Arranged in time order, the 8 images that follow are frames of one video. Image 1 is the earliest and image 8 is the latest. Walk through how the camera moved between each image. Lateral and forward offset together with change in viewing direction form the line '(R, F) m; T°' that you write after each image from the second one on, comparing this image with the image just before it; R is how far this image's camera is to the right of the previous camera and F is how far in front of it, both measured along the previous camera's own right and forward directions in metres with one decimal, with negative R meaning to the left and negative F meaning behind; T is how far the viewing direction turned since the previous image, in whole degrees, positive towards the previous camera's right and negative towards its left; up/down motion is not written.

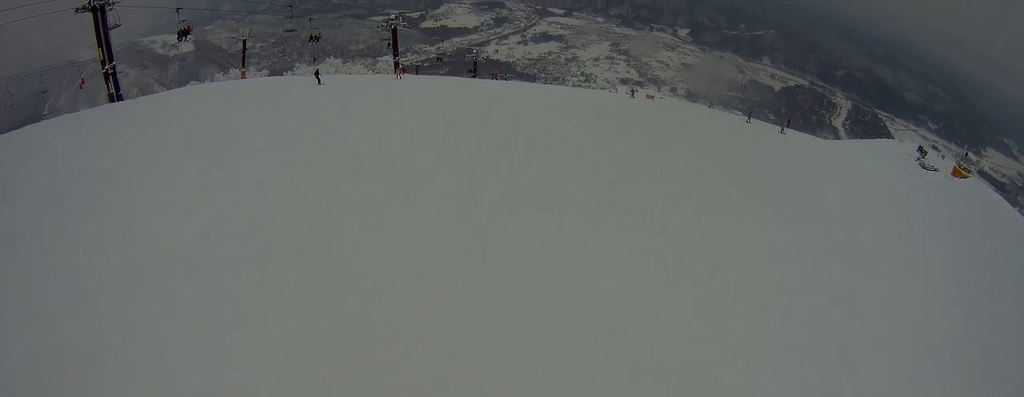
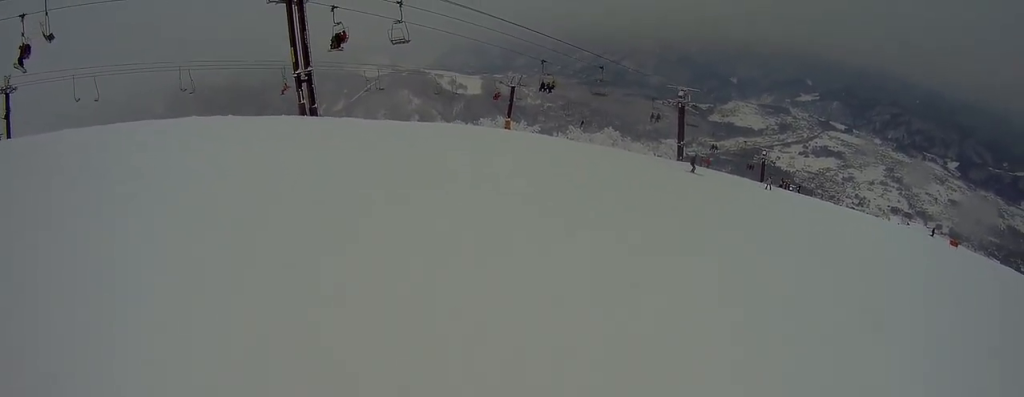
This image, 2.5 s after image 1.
(-4.8, +10.1) m; -16°
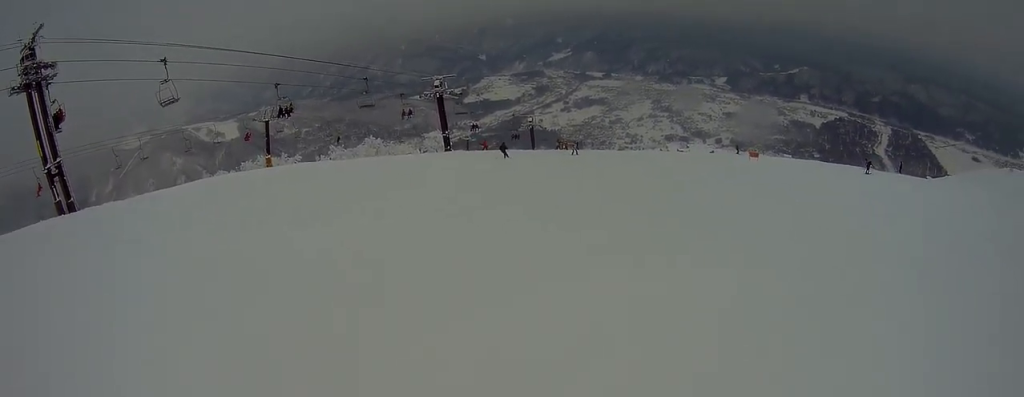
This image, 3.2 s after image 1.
(+1.4, +3.7) m; +18°
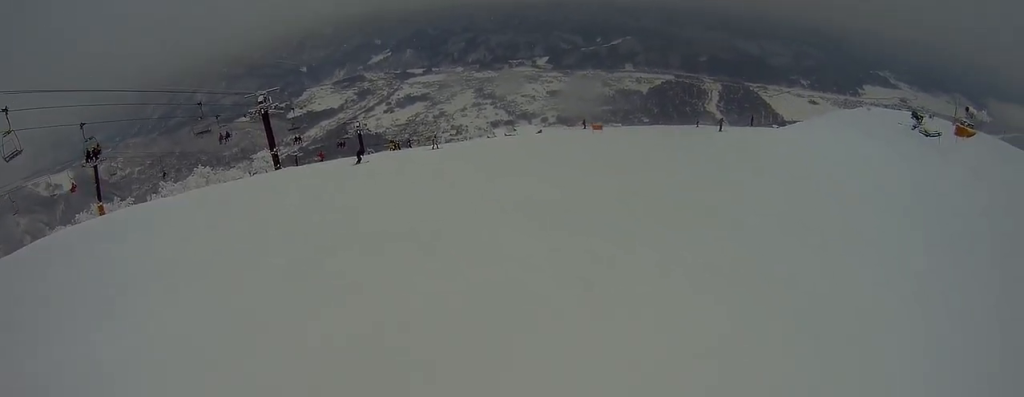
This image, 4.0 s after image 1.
(+0.6, +4.1) m; +12°
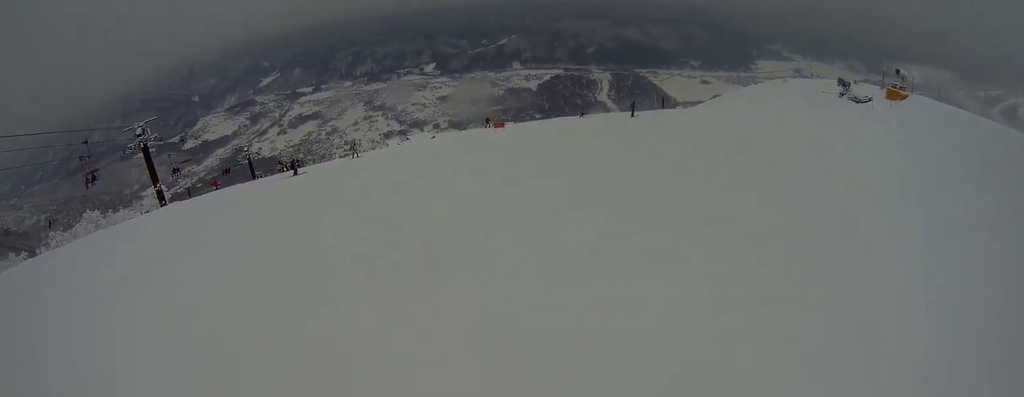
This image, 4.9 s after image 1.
(+0.5, +5.7) m; +5°
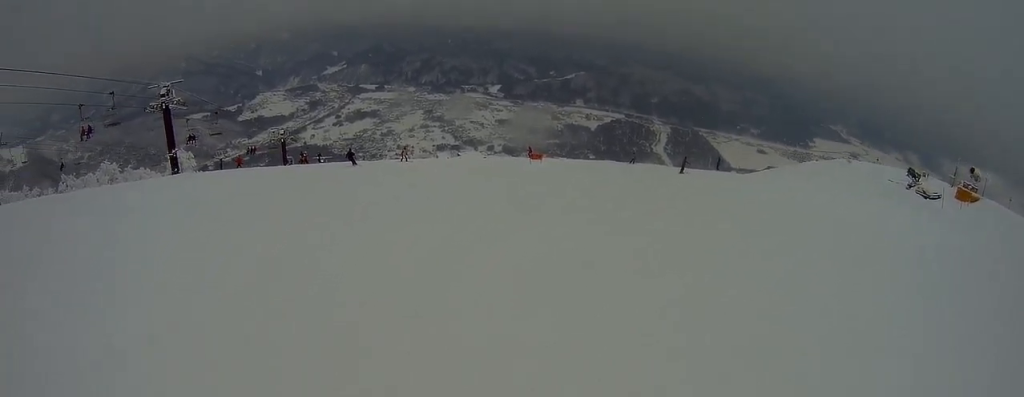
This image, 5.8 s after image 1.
(+0.2, +5.2) m; -5°
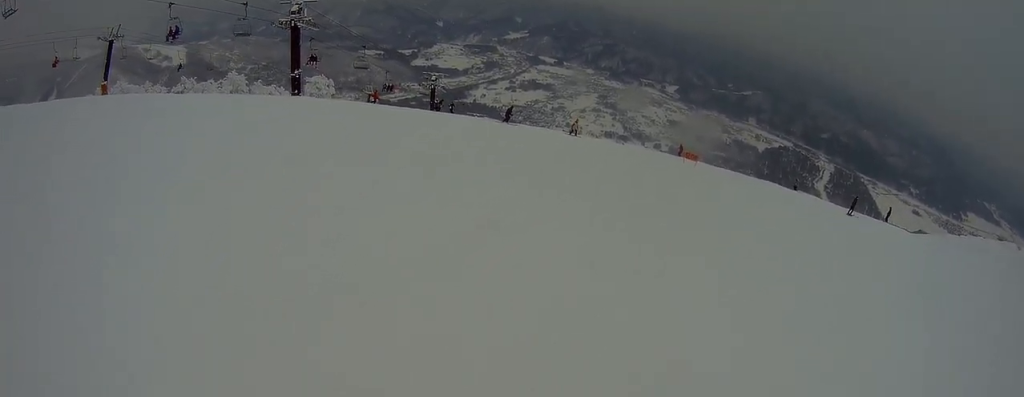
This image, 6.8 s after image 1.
(-0.8, +5.9) m; -15°
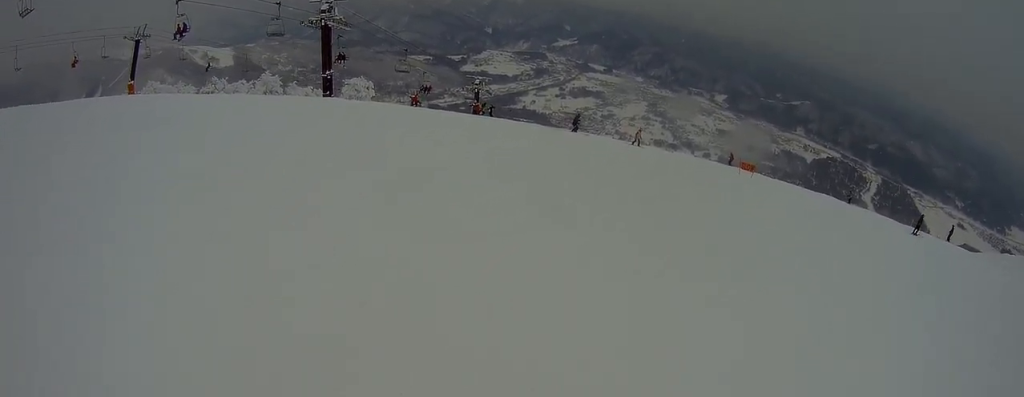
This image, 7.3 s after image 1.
(+0.3, +2.7) m; -10°
